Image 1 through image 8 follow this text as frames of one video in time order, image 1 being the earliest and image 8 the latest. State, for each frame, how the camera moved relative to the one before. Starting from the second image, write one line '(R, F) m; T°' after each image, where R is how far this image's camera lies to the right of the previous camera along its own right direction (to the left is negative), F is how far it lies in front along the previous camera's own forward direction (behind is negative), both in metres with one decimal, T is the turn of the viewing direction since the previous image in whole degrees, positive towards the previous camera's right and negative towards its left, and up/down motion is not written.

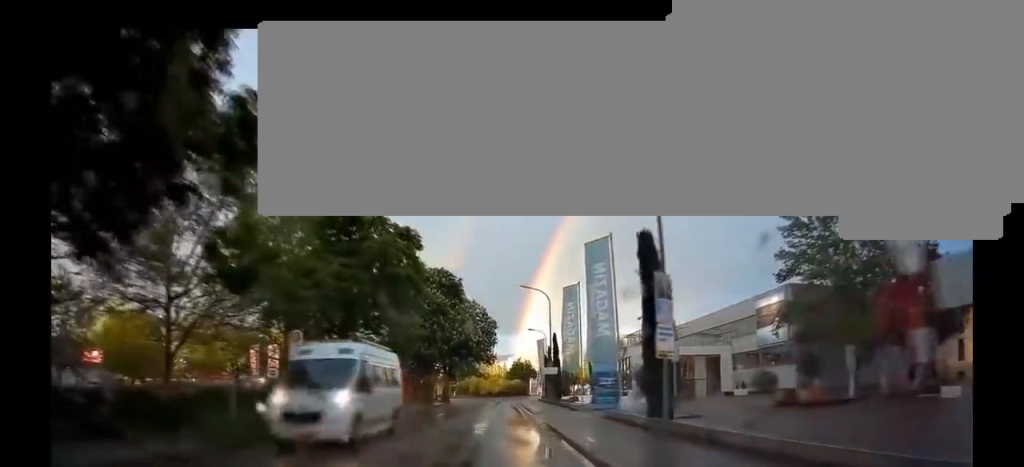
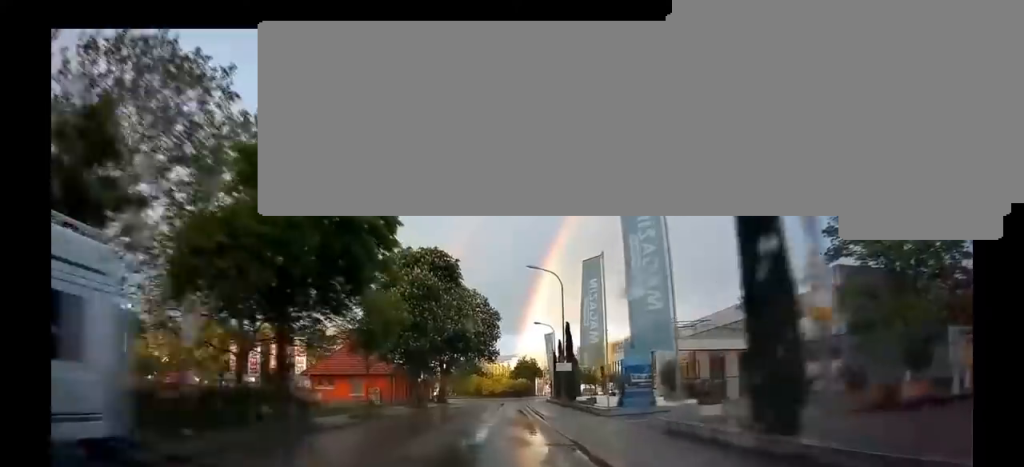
(-0.1, +6.3) m; +1°
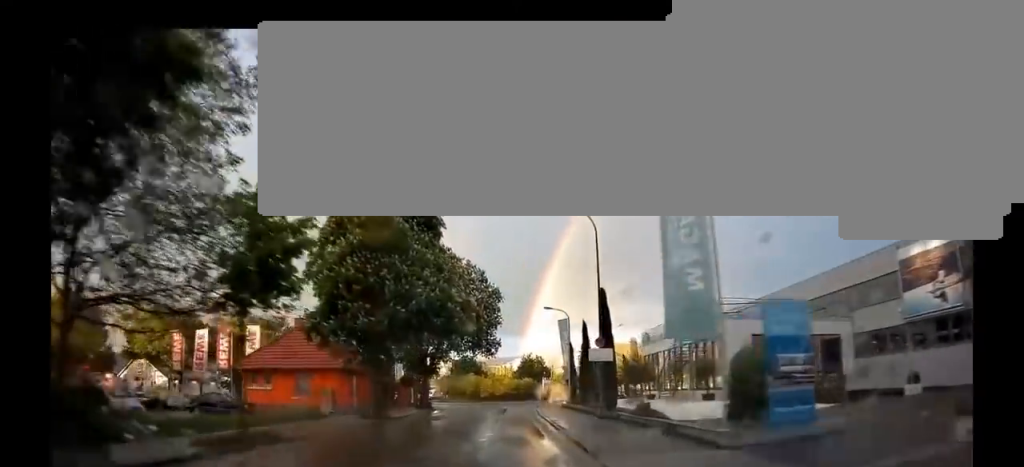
(+0.4, +12.1) m; +4°
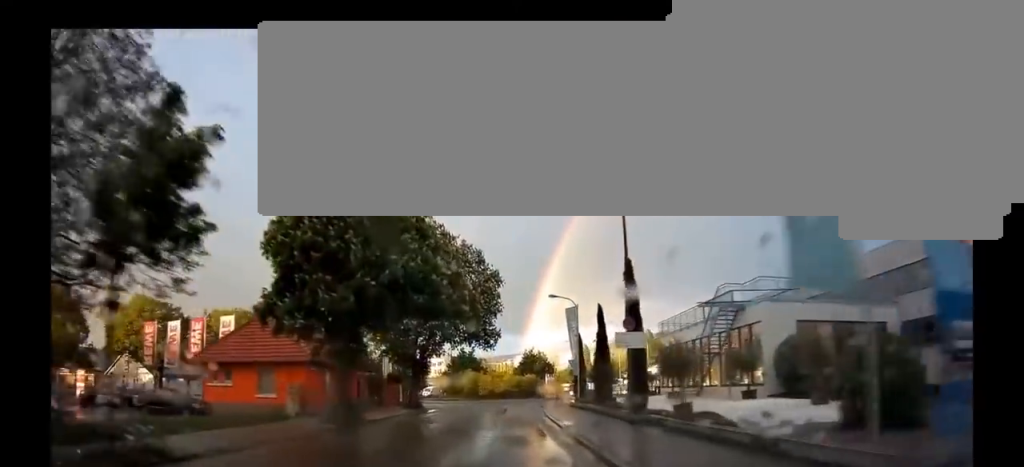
(0.0, +4.8) m; -1°
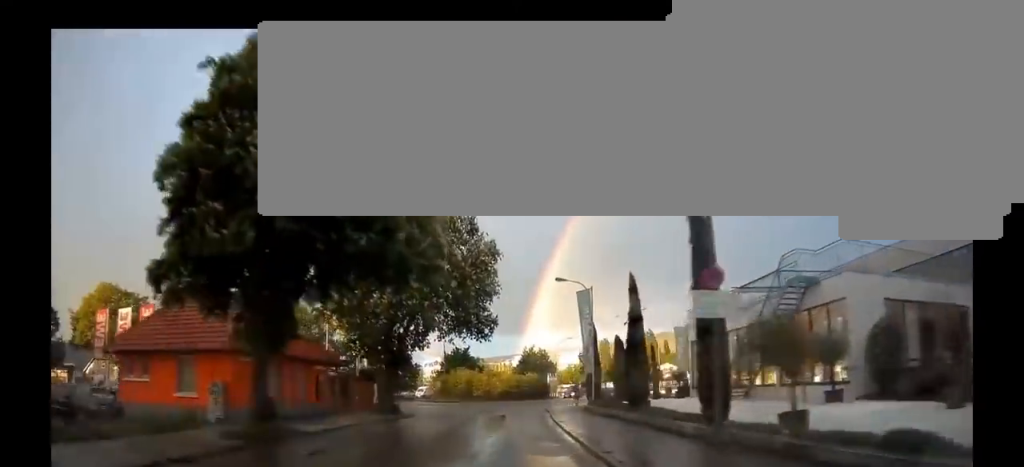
(0.0, +6.8) m; -3°
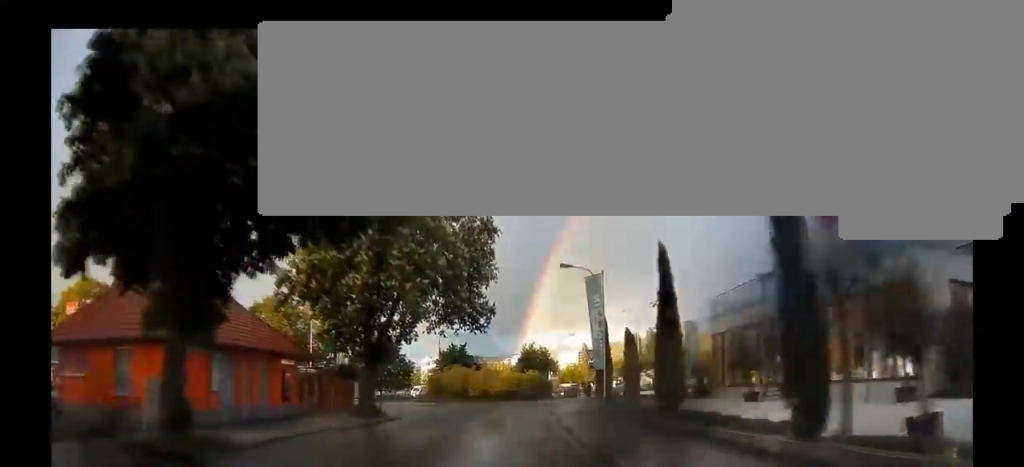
(-0.2, +3.7) m; -2°
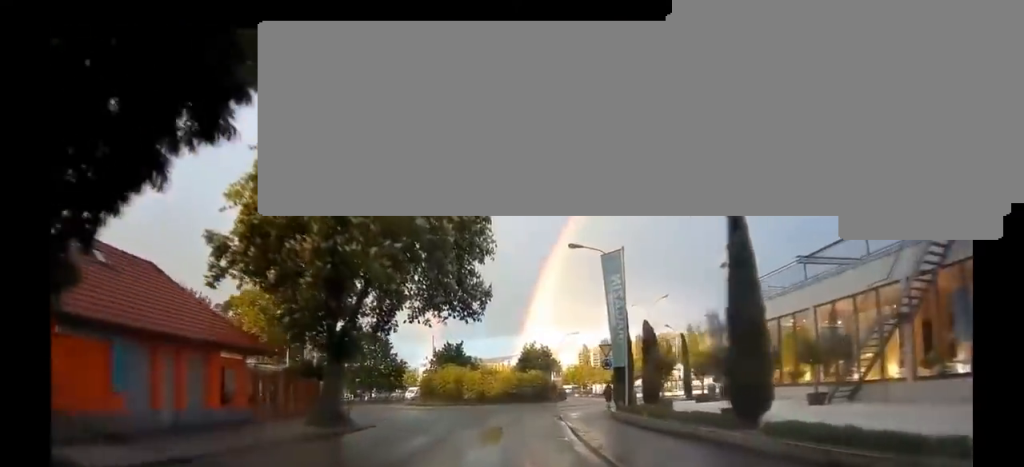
(-0.1, +4.7) m; -1°
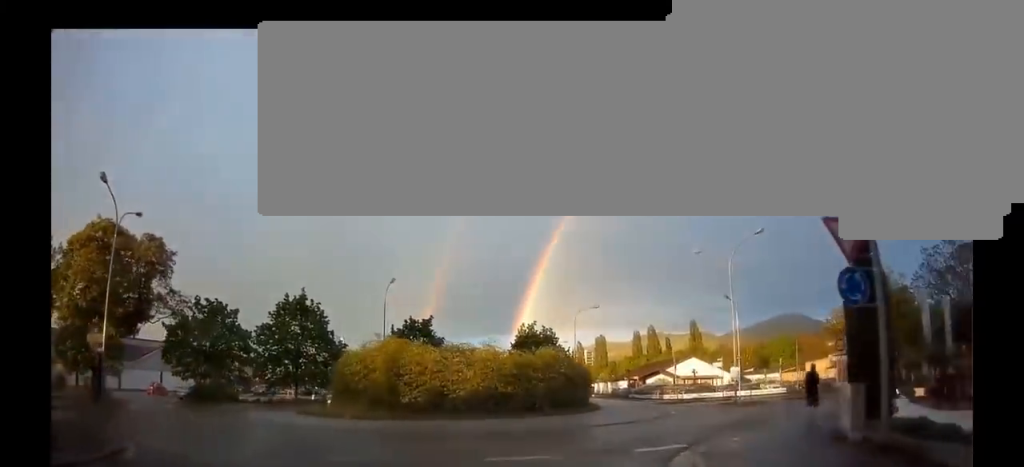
(+0.8, +18.9) m; +11°
